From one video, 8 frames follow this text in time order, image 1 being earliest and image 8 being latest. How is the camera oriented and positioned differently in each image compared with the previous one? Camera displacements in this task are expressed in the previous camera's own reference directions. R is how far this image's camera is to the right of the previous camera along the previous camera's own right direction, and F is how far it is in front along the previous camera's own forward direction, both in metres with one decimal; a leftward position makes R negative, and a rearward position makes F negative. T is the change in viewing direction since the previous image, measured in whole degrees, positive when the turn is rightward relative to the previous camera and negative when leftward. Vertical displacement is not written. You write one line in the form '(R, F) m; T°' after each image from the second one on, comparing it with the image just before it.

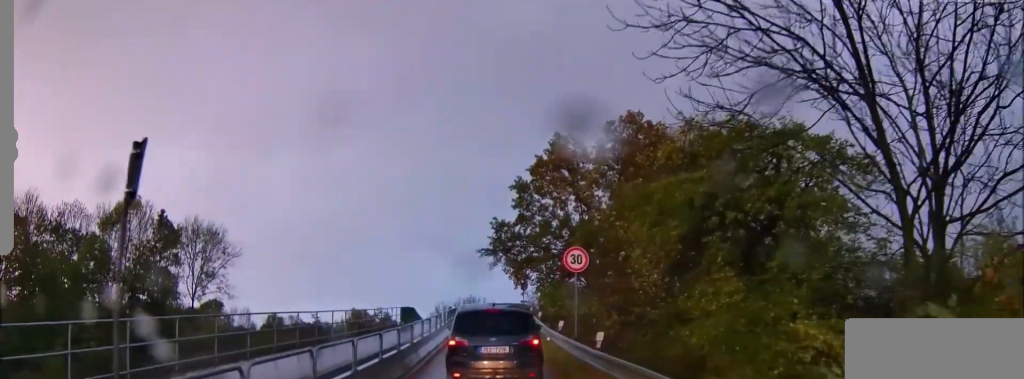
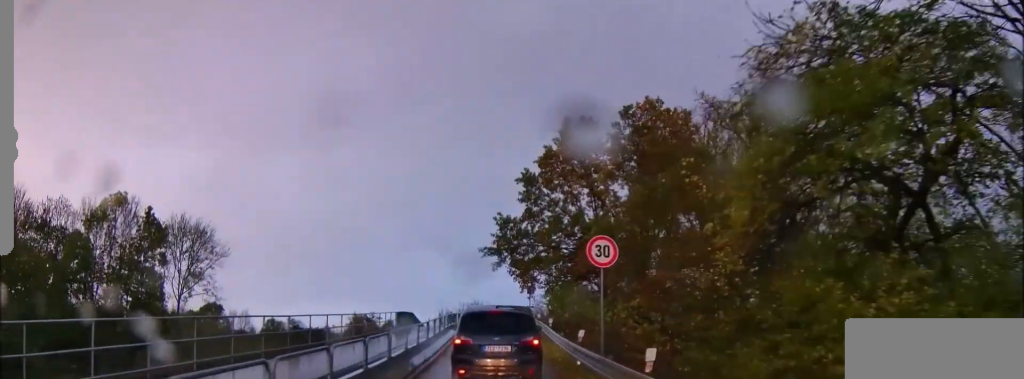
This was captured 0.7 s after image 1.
(0.0, +3.3) m; -1°
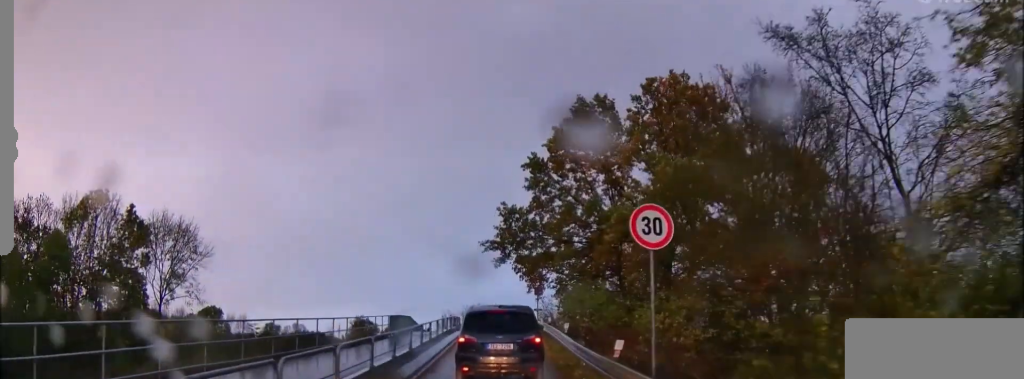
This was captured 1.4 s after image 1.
(0.0, +3.5) m; -1°
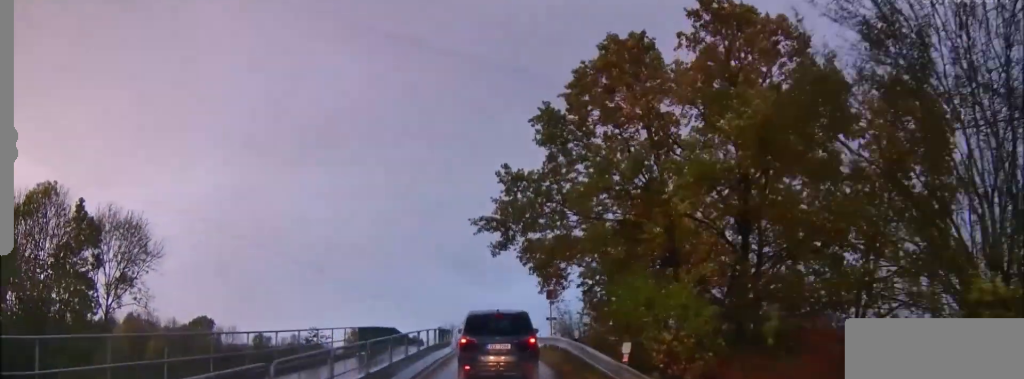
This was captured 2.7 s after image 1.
(+0.1, +8.3) m; +4°
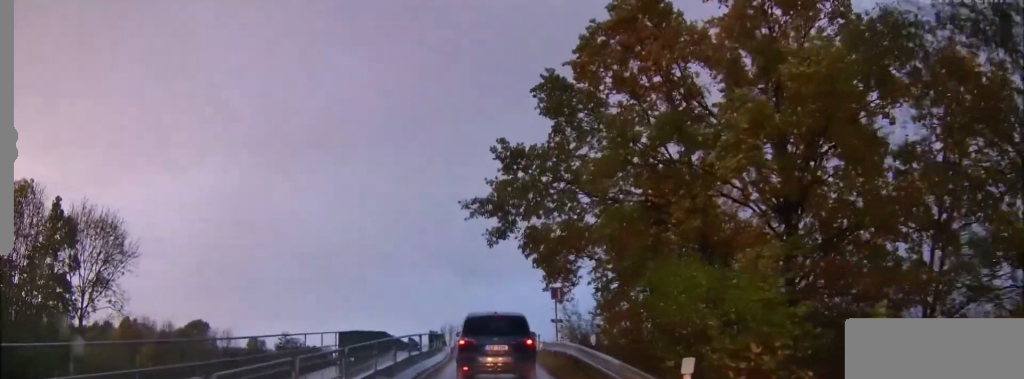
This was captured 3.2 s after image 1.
(+0.3, +2.9) m; +1°
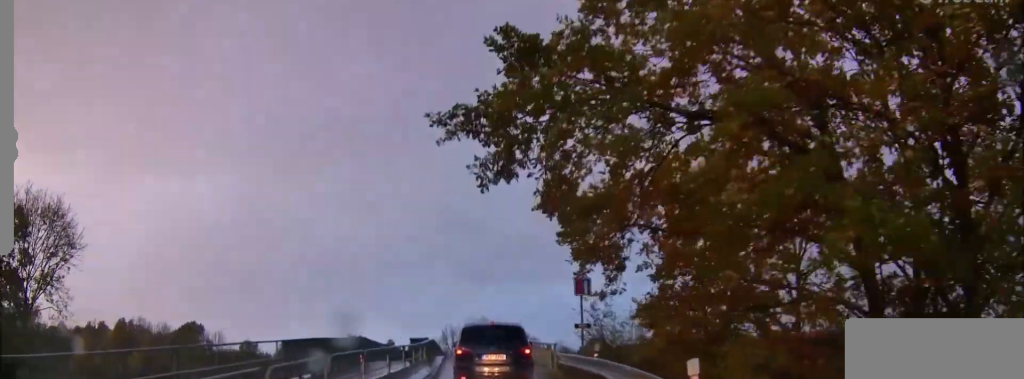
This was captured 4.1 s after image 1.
(-0.4, +6.8) m; -4°
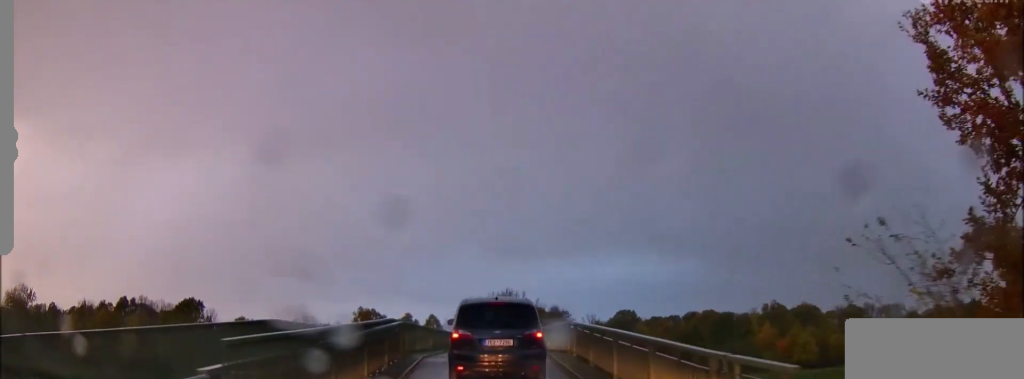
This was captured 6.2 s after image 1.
(-0.8, +15.7) m; -4°
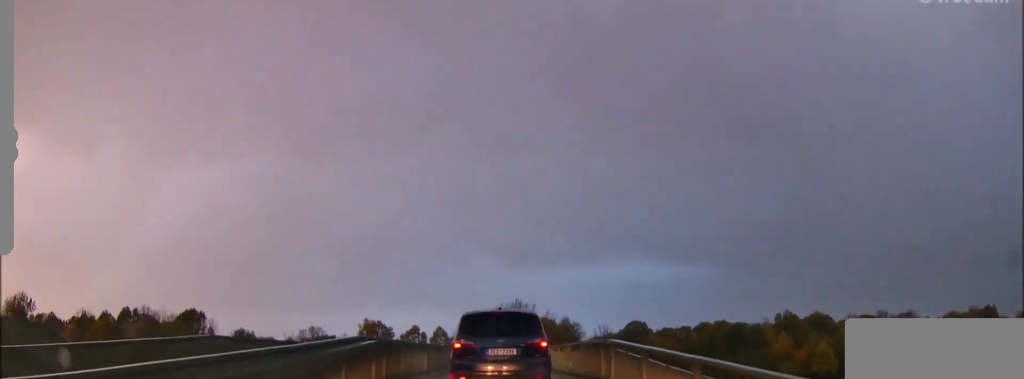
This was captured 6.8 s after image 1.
(0.0, +4.3) m; 0°
